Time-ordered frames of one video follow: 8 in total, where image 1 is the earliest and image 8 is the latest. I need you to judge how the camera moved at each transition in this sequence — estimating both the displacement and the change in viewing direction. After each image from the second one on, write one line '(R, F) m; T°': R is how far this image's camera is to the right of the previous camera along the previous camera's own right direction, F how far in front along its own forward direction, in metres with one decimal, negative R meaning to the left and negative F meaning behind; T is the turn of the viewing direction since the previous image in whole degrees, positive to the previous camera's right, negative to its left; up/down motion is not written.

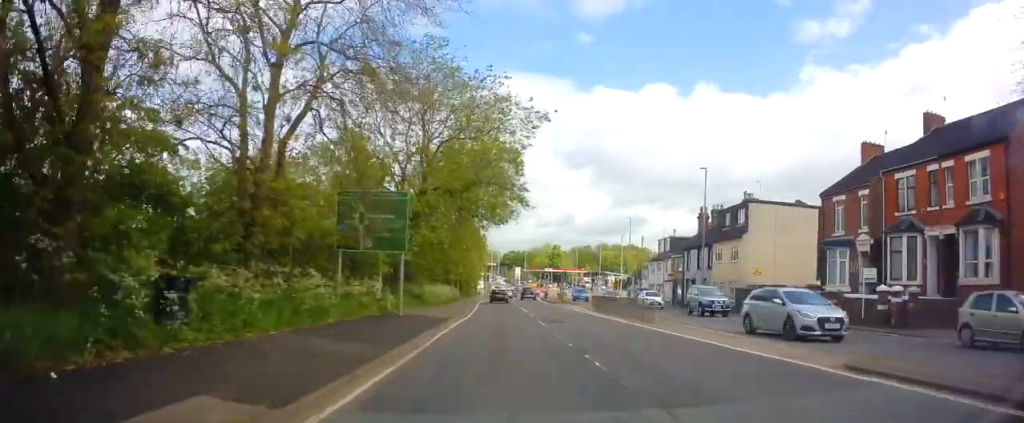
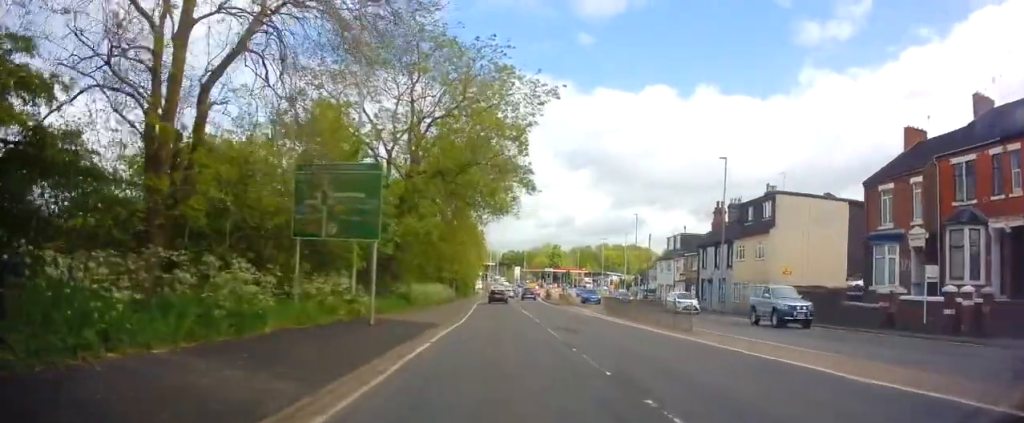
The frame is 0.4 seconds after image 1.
(0.0, +4.5) m; 0°
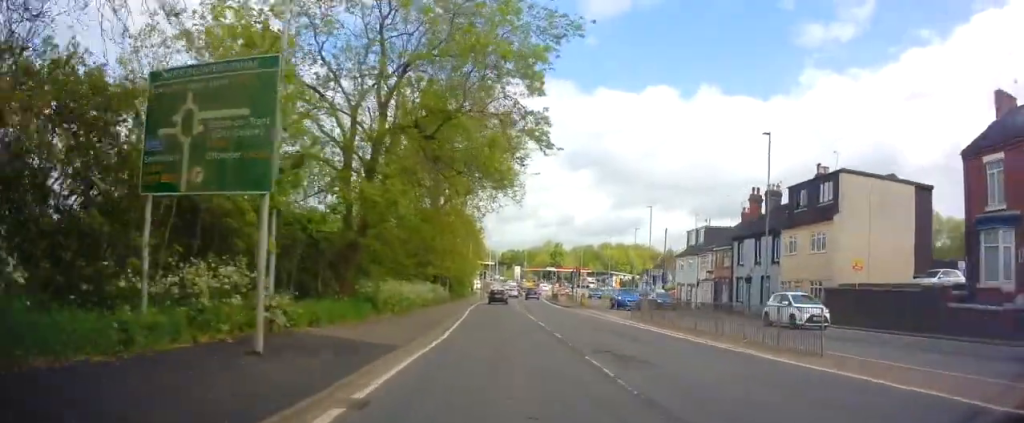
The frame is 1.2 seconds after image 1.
(0.0, +7.7) m; 0°
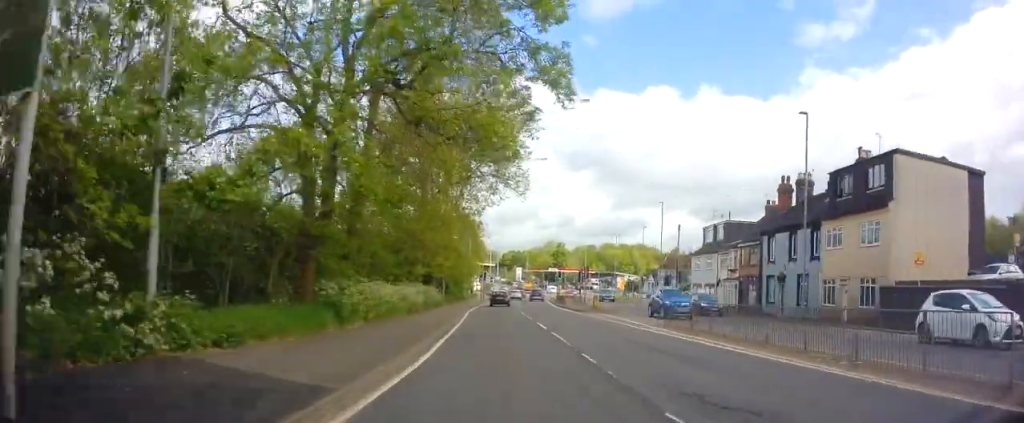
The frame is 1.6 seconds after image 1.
(0.0, +4.9) m; 0°
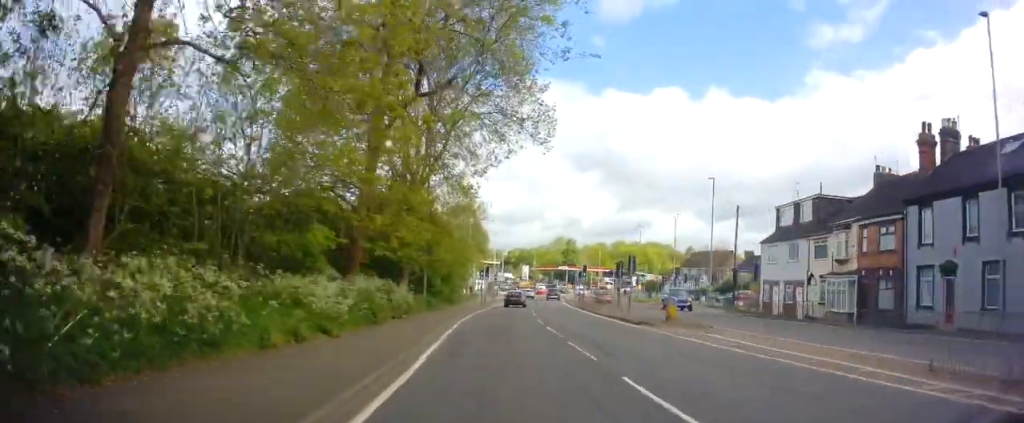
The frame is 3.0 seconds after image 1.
(-0.1, +15.0) m; -1°
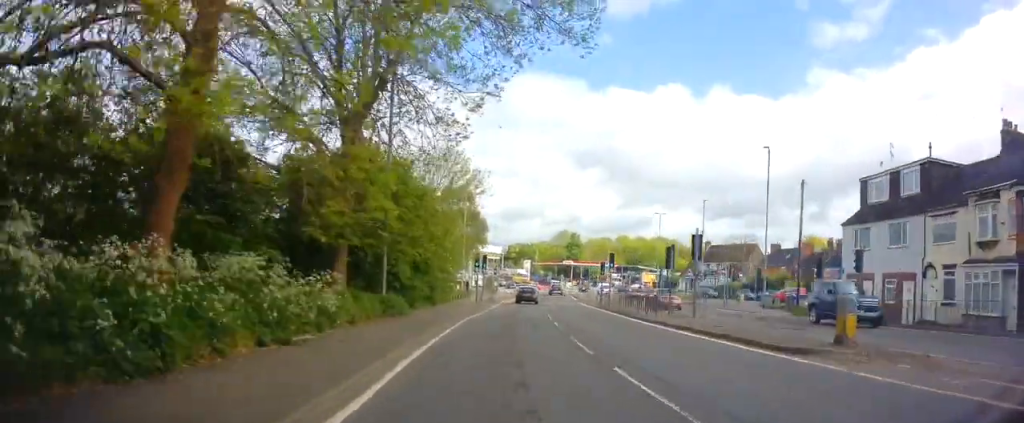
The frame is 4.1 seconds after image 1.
(-0.1, +11.5) m; 0°
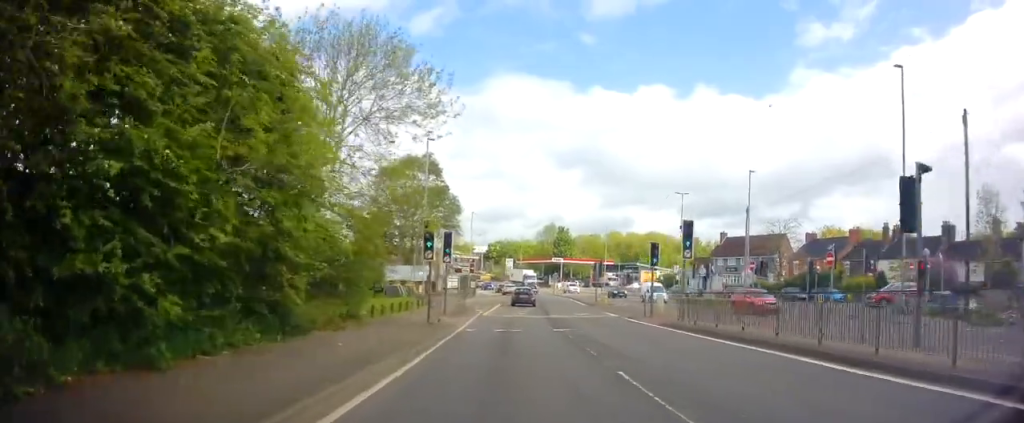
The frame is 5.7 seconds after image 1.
(+0.4, +18.2) m; +3°
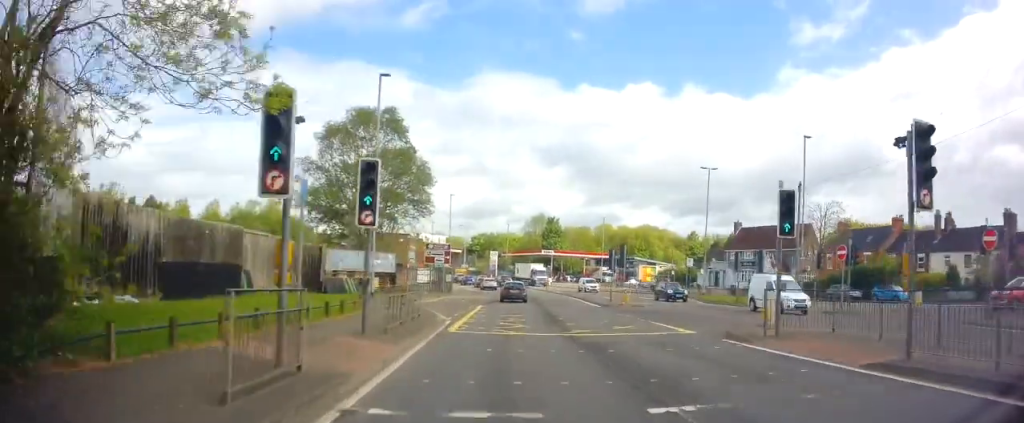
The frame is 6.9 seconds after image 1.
(+0.2, +12.8) m; 0°
